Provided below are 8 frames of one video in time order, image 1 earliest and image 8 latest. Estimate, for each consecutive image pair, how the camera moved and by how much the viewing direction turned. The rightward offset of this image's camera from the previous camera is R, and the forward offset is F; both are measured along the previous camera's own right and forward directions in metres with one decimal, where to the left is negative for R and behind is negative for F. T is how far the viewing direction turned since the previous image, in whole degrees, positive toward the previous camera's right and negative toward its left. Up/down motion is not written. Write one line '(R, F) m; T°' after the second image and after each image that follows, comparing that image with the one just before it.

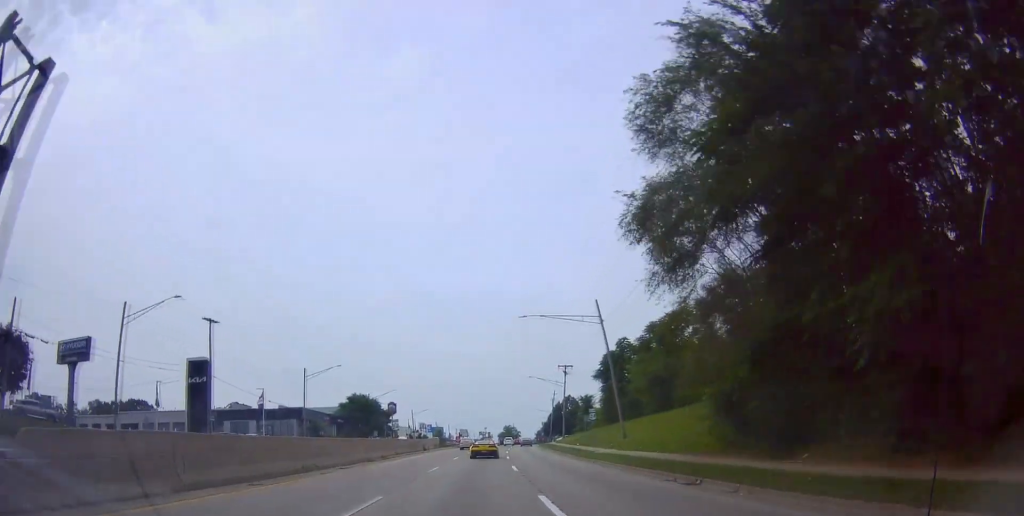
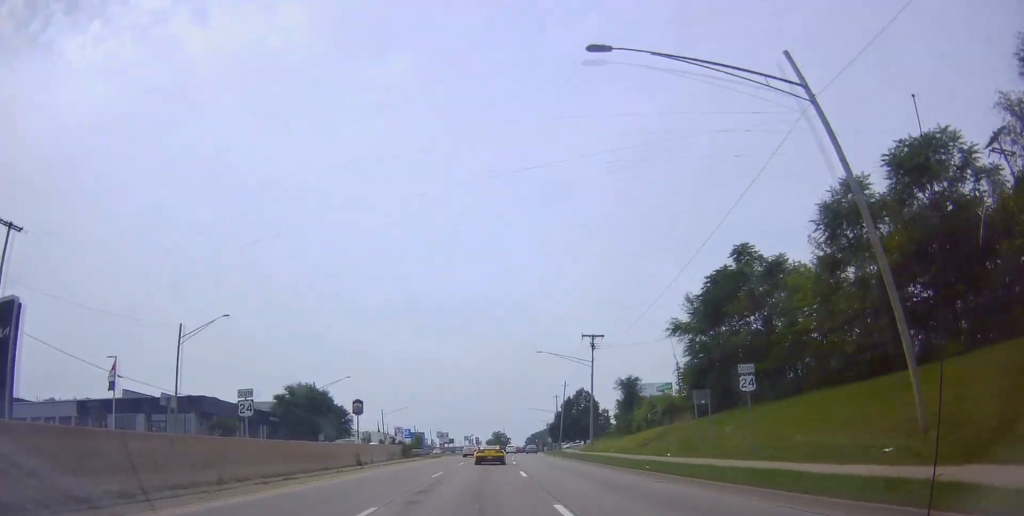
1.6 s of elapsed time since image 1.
(-0.2, +29.0) m; +1°
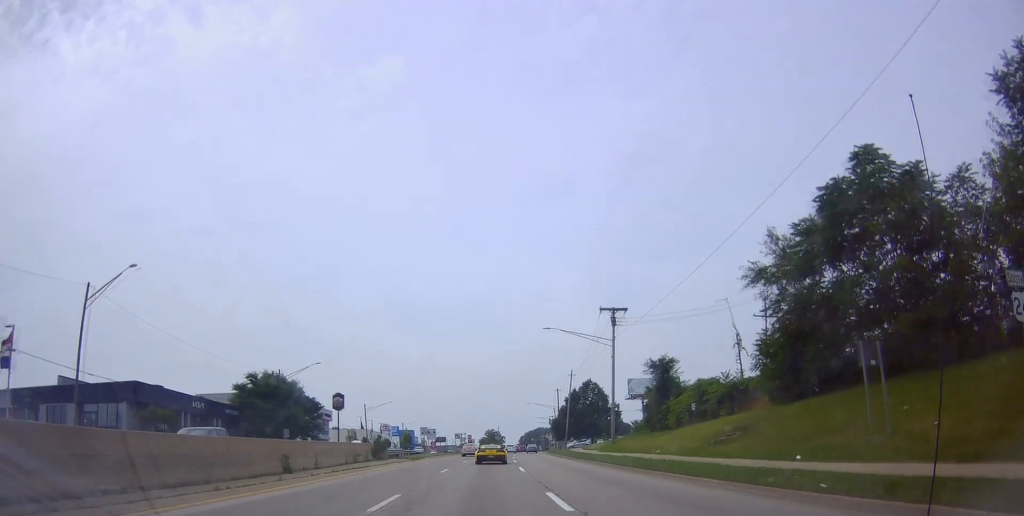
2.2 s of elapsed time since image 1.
(+0.1, +12.3) m; +1°
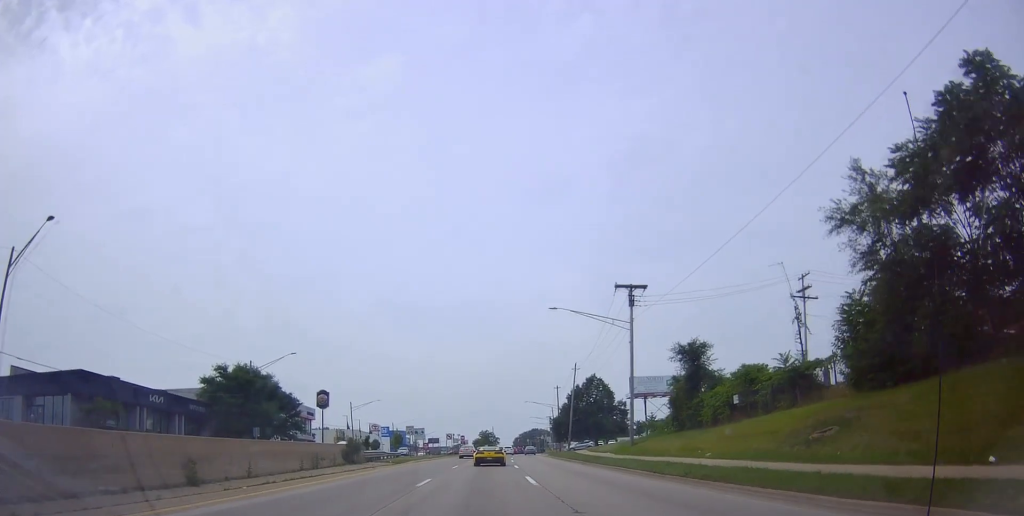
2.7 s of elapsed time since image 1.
(+0.1, +7.9) m; +1°
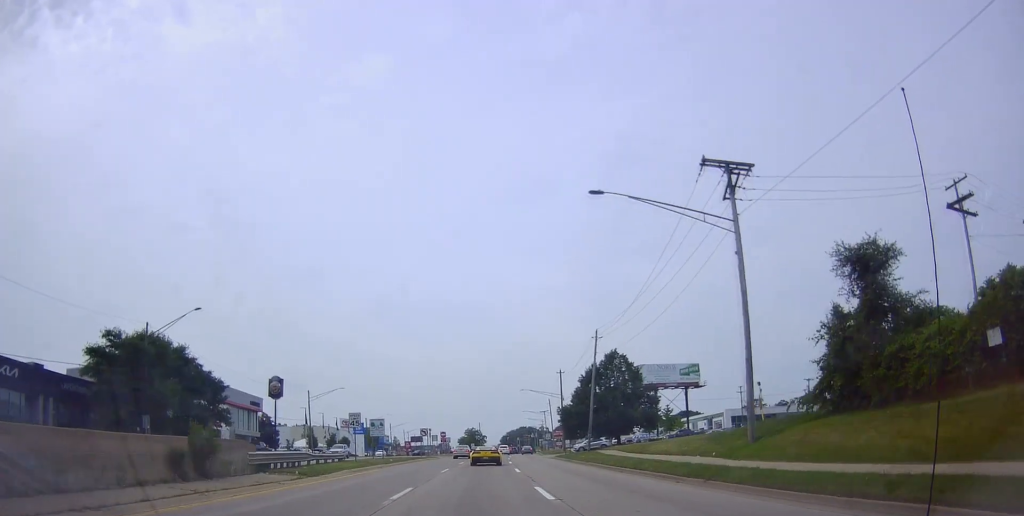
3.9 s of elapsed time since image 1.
(+0.2, +21.4) m; +1°
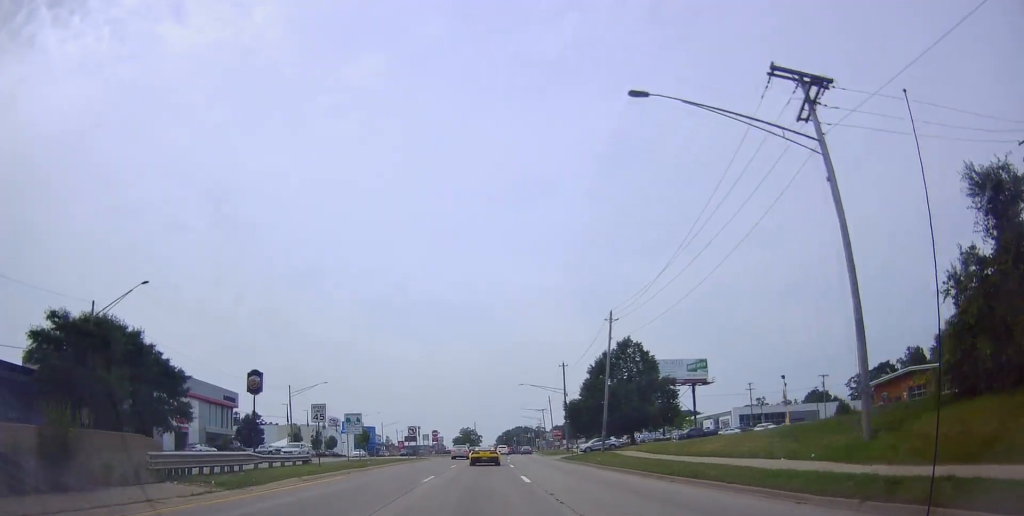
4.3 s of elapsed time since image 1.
(0.0, +8.1) m; 0°
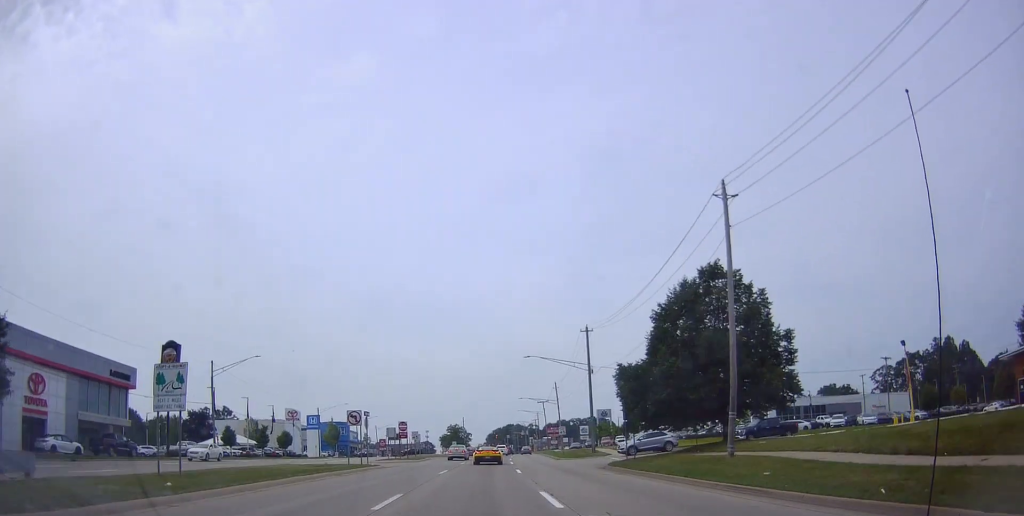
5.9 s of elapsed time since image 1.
(0.0, +25.9) m; 0°
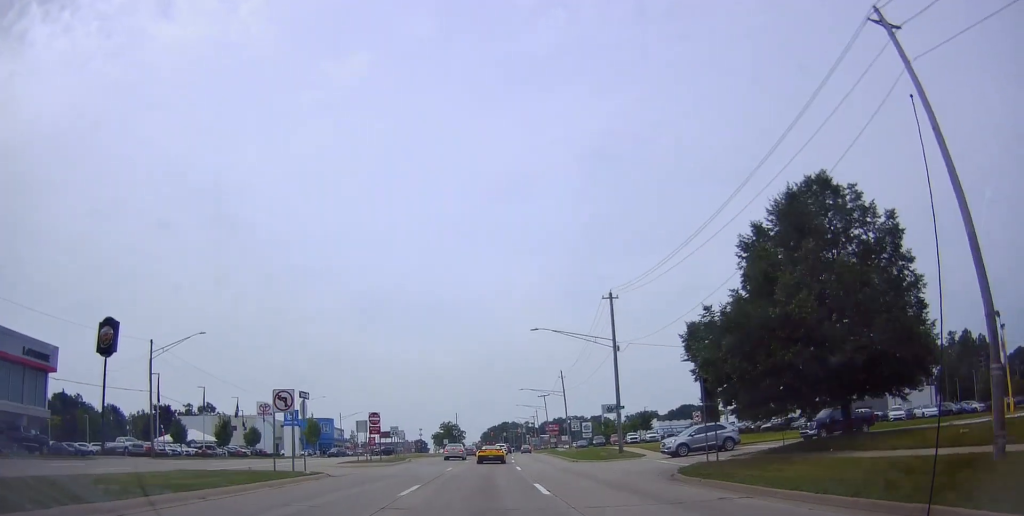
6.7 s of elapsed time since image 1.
(0.0, +13.8) m; 0°
